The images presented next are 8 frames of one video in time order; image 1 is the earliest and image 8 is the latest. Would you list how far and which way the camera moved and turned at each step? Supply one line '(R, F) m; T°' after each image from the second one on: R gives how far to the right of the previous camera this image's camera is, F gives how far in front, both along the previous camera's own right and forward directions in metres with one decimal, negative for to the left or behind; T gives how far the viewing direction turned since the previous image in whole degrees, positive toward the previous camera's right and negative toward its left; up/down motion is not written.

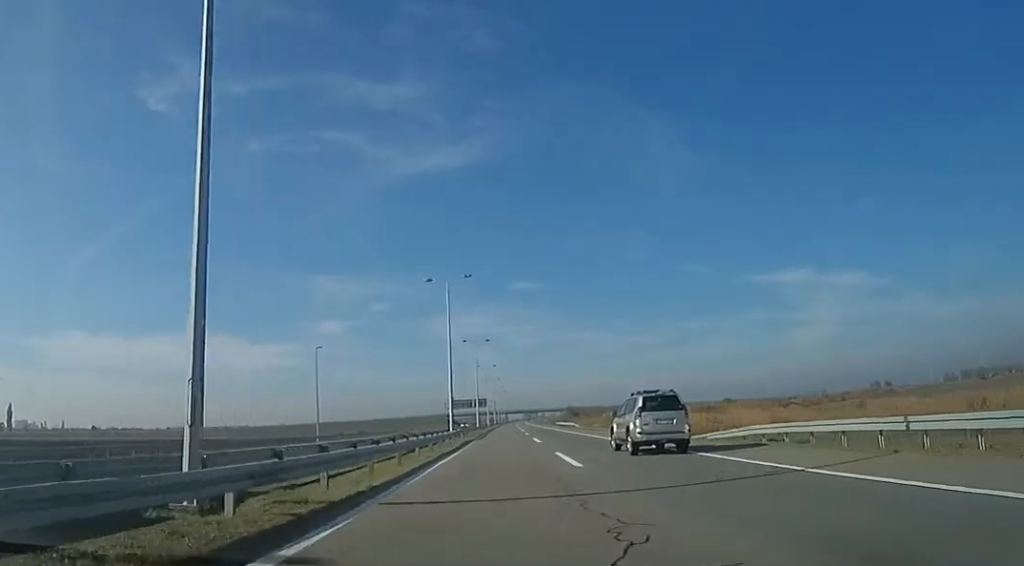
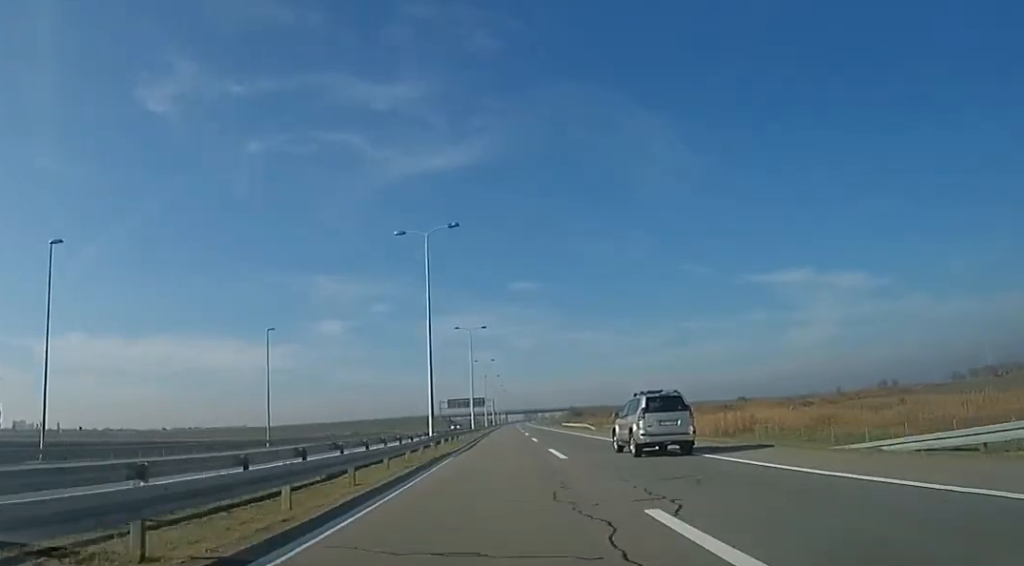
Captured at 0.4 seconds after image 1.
(-0.3, +14.1) m; 0°
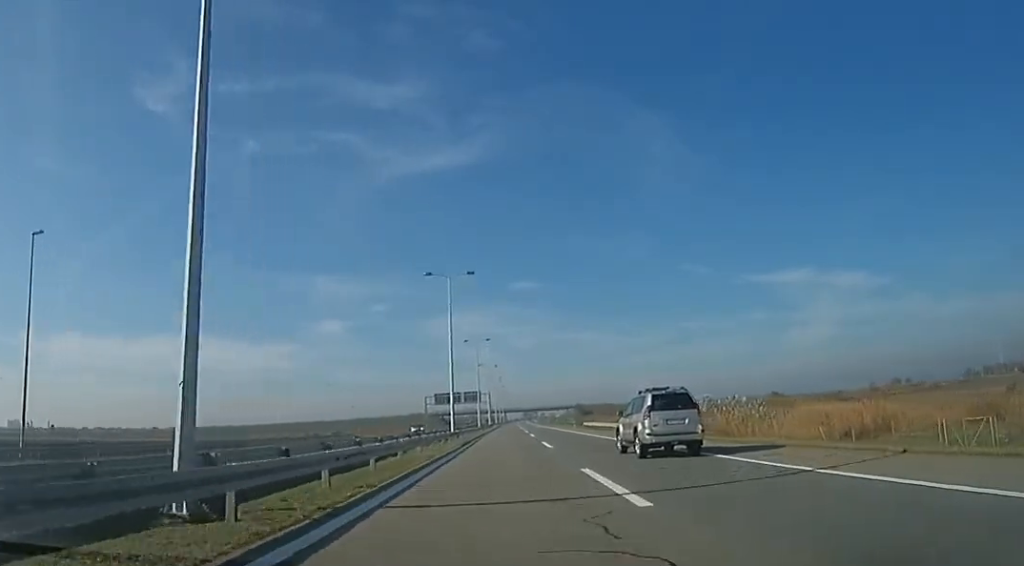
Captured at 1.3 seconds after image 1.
(-0.7, +29.4) m; +1°
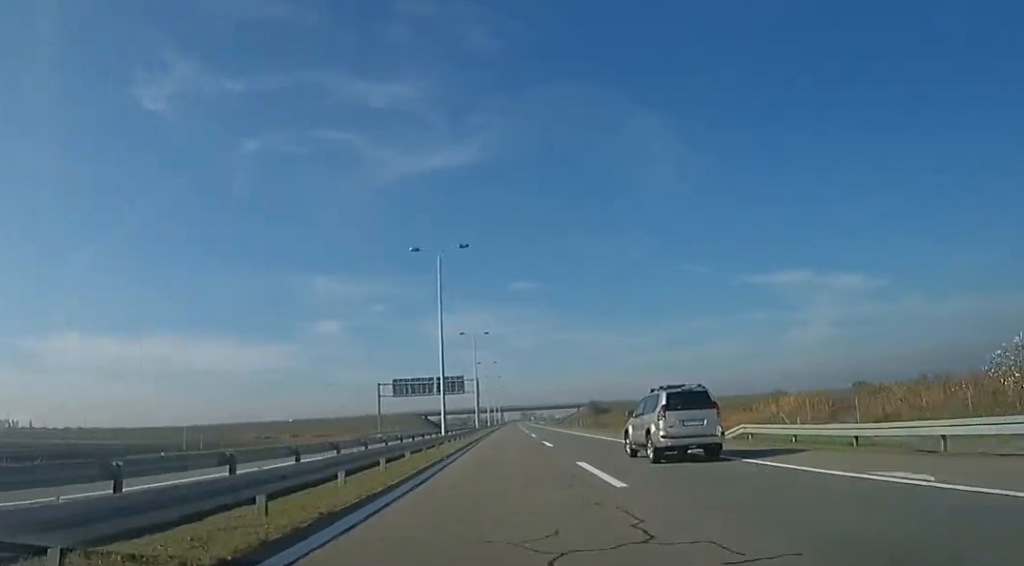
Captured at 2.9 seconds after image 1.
(+1.9, +51.8) m; +2°
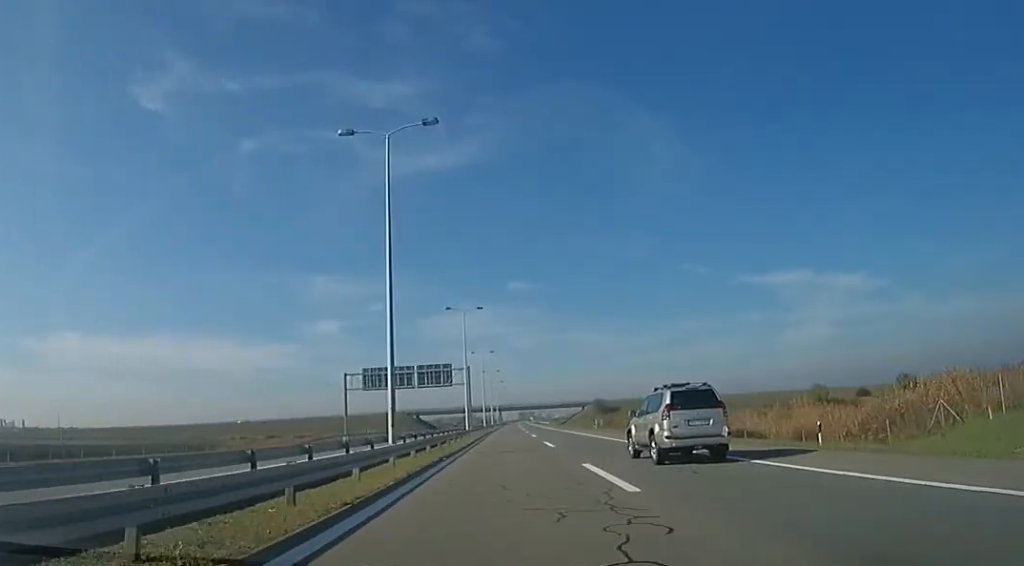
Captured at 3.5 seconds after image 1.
(0.0, +19.1) m; -1°
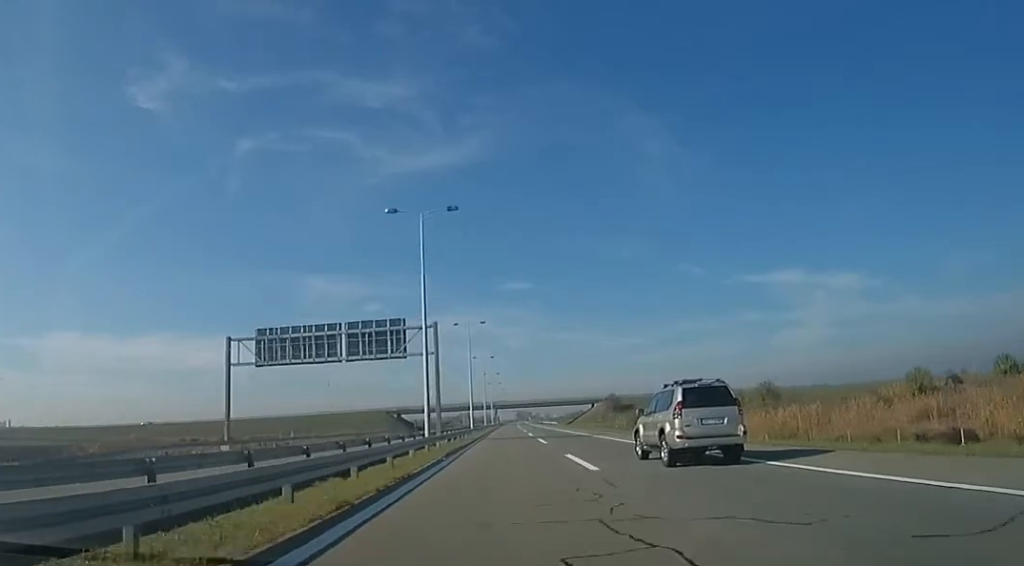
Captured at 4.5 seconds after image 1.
(-0.3, +32.0) m; -1°
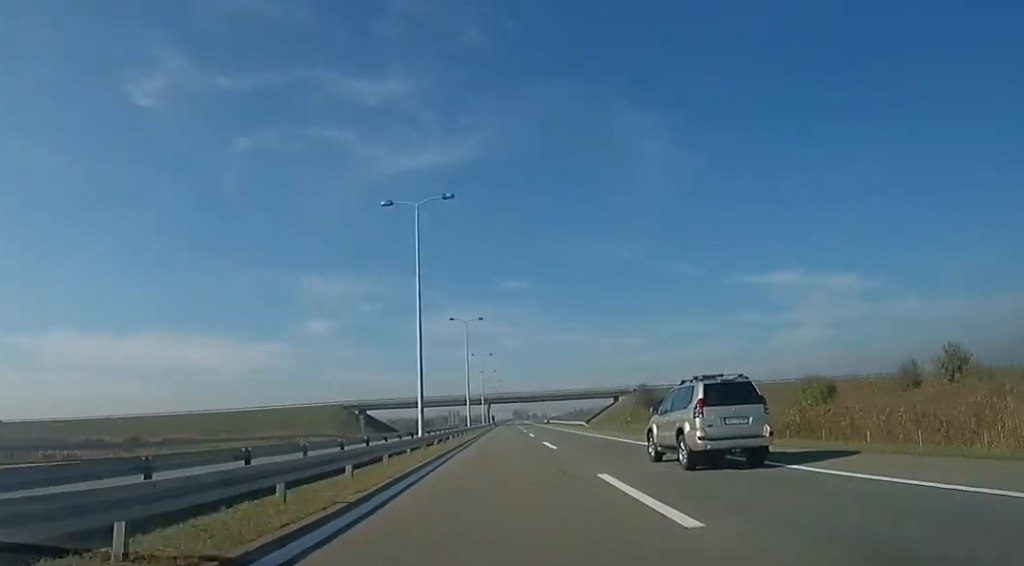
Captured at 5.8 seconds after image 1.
(-0.6, +43.8) m; 0°
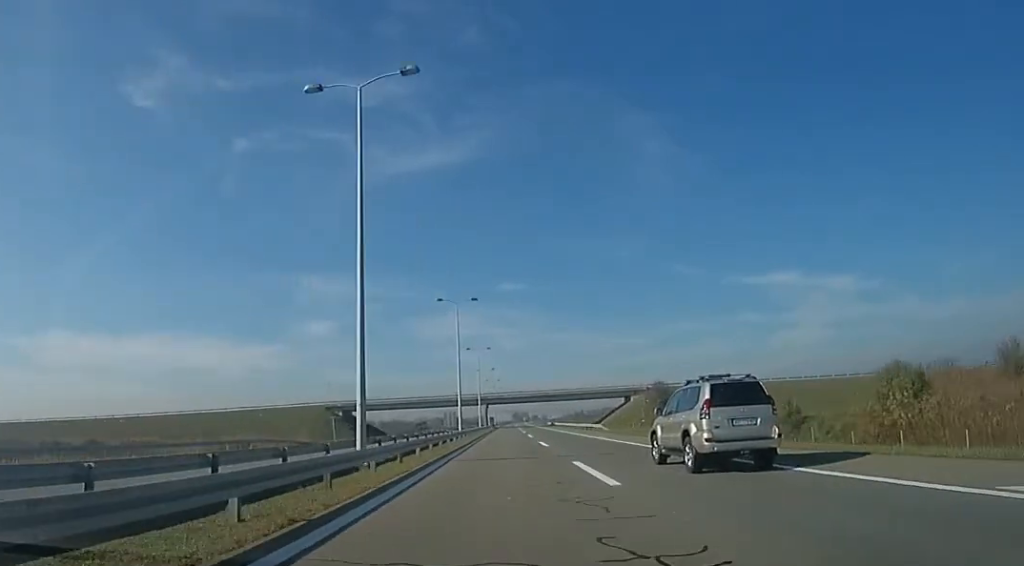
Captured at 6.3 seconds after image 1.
(0.0, +13.5) m; +1°
